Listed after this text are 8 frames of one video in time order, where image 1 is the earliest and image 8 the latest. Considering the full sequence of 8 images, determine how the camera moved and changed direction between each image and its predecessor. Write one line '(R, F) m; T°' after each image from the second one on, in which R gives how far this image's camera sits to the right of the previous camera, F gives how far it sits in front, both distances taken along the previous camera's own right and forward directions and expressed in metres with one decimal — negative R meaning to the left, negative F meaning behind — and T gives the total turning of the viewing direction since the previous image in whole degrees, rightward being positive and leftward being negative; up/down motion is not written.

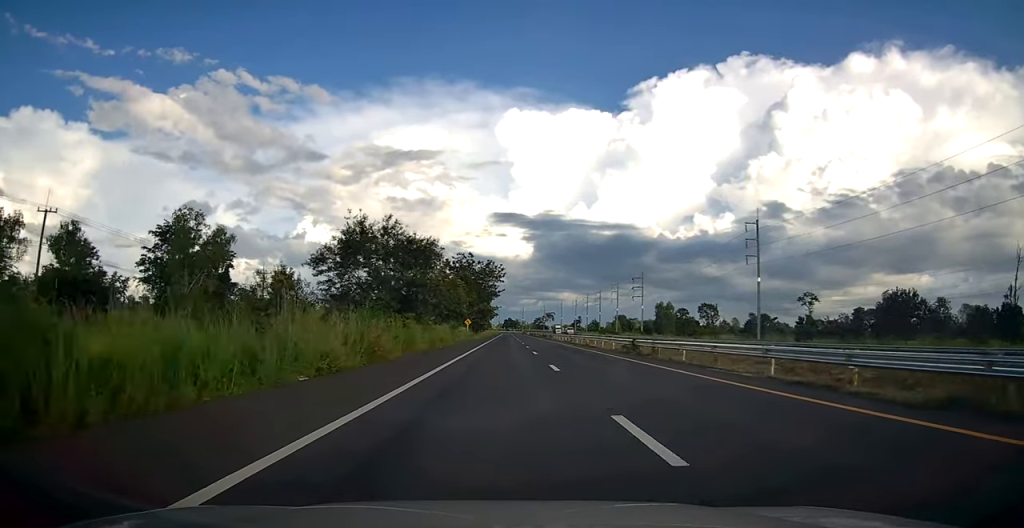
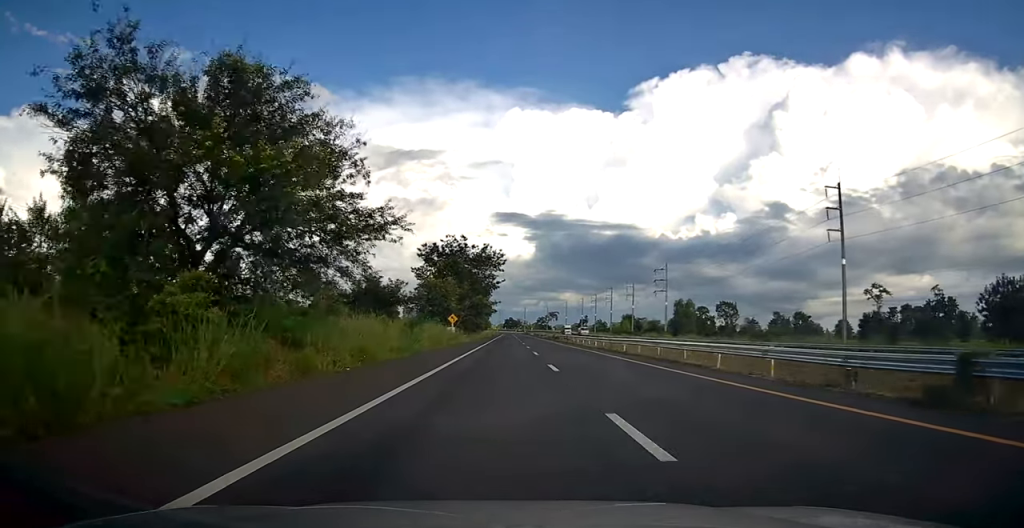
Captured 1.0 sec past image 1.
(0.0, +23.7) m; 0°
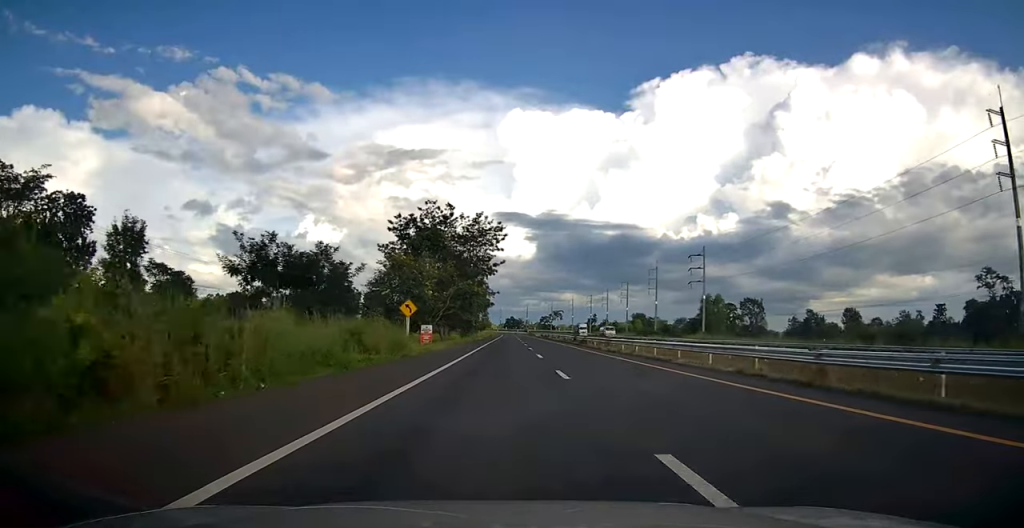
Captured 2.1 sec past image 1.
(0.0, +26.8) m; 0°
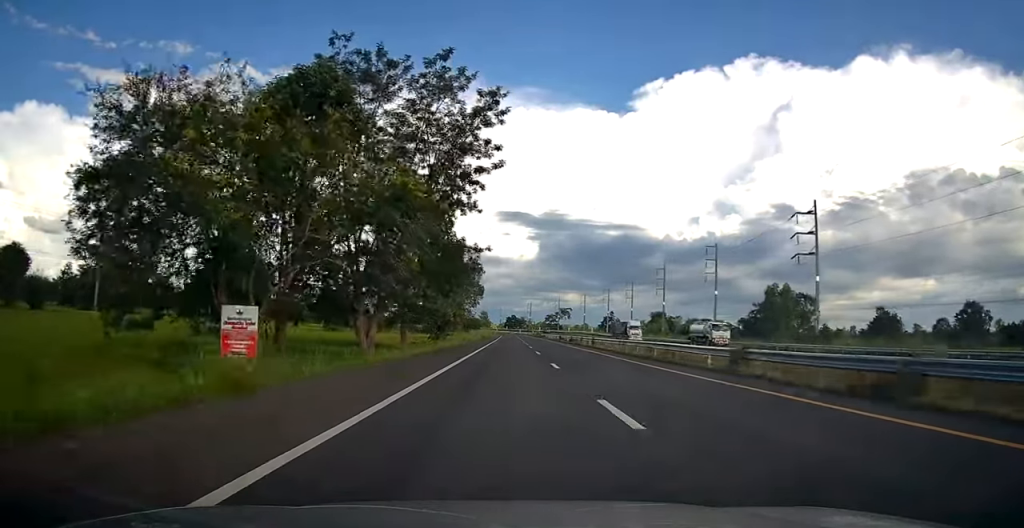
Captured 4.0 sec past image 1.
(-0.2, +43.8) m; 0°
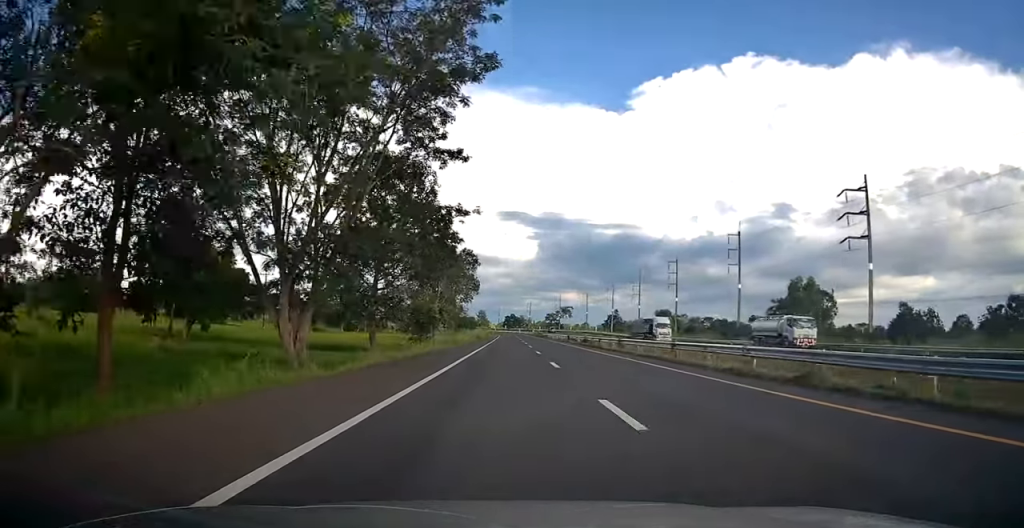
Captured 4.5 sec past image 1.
(0.0, +12.1) m; 0°
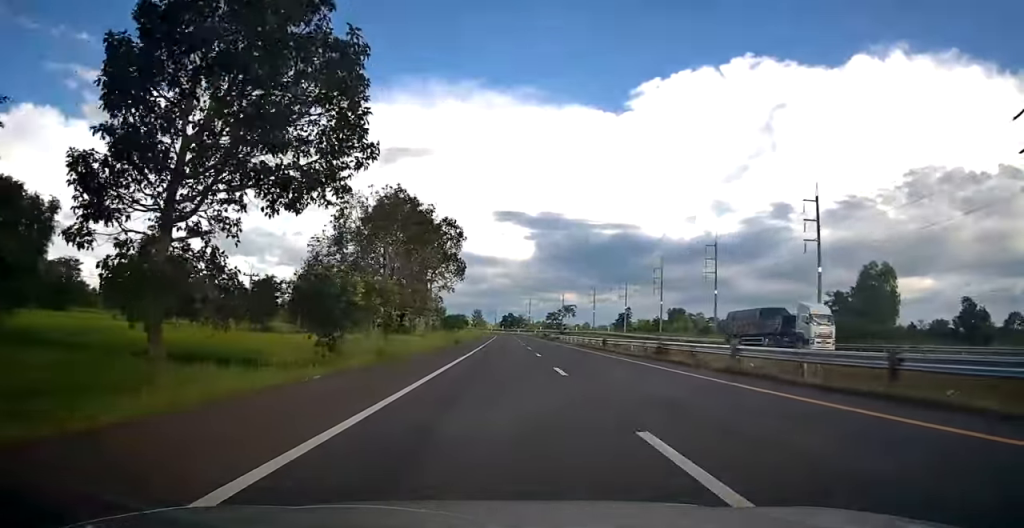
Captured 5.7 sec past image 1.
(0.0, +27.3) m; 0°
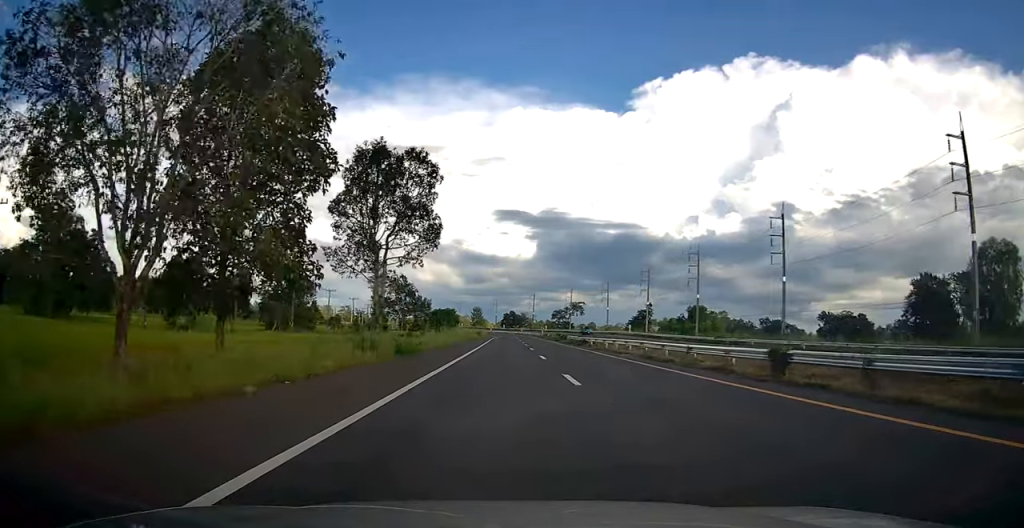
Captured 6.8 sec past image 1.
(+0.1, +27.0) m; 0°
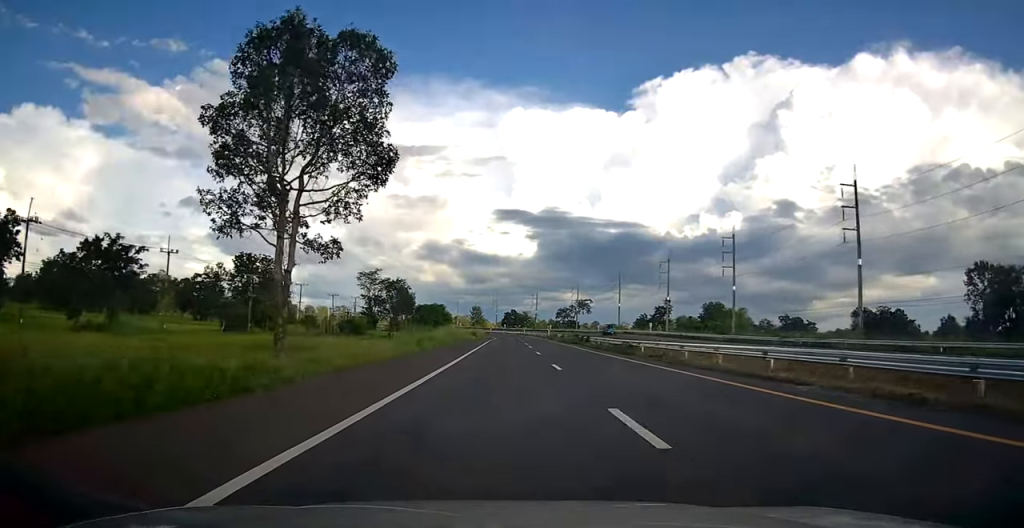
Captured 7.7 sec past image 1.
(0.0, +18.9) m; 0°
